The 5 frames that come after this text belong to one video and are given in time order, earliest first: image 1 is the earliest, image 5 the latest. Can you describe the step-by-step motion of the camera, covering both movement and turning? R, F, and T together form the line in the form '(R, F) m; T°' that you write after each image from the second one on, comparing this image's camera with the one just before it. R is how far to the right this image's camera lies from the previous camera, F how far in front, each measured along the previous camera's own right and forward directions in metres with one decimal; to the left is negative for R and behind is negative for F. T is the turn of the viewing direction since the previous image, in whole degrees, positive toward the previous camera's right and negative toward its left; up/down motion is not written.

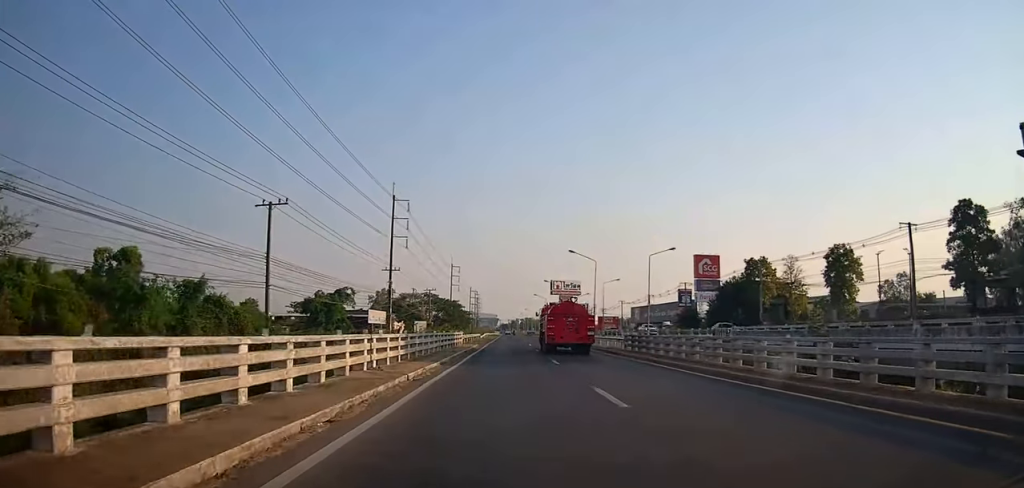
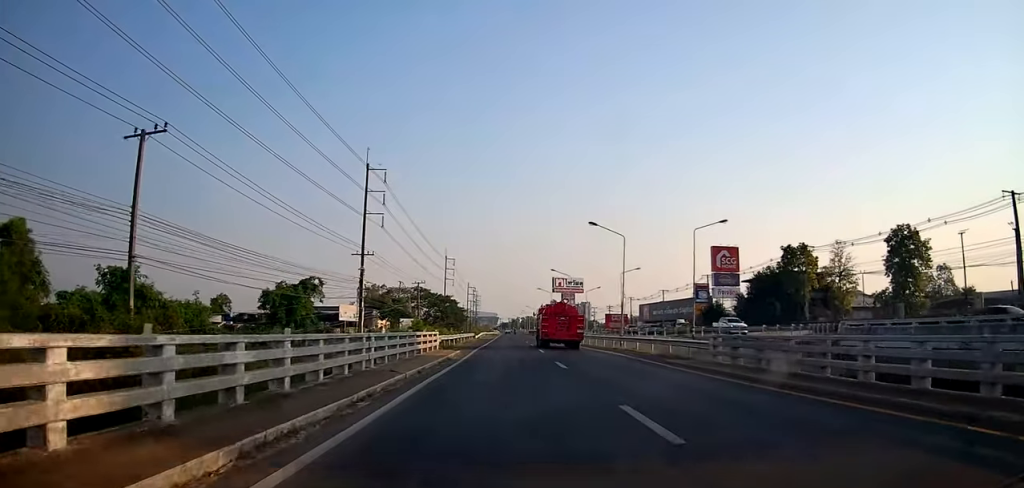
(0.0, +15.0) m; -1°
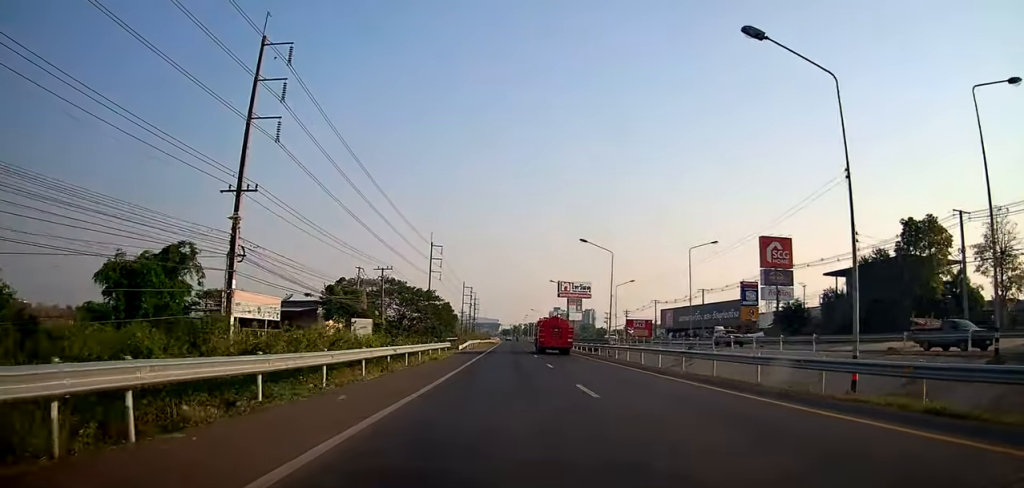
(-1.3, +30.4) m; -2°
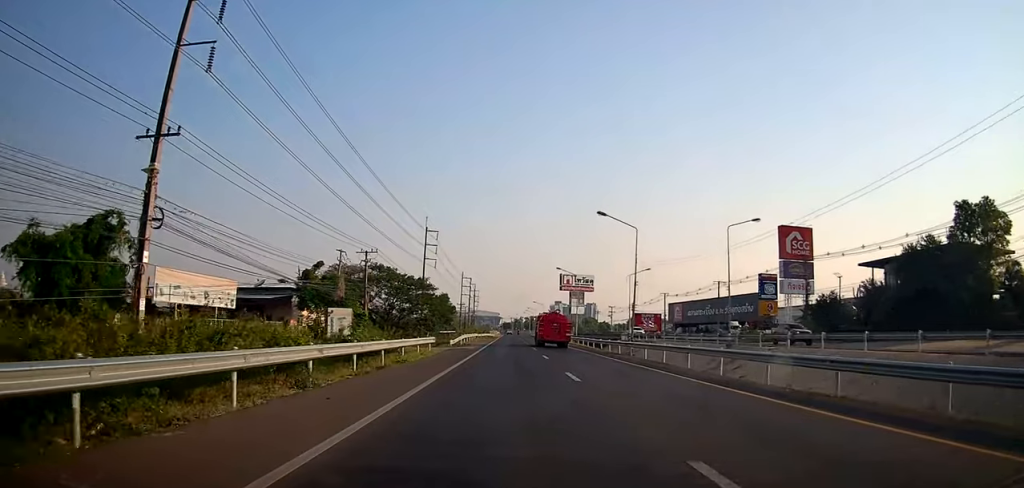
(+0.3, +8.9) m; +1°
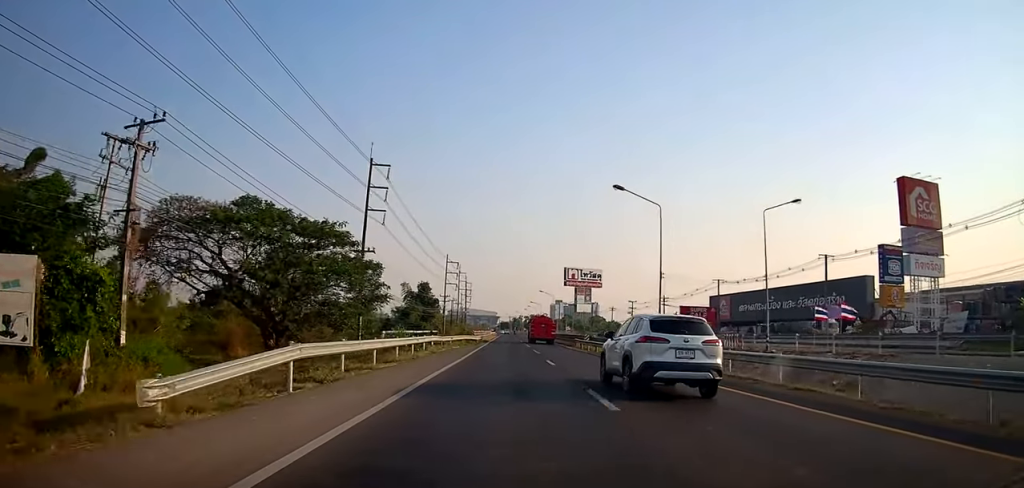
(+1.2, +41.5) m; 0°
